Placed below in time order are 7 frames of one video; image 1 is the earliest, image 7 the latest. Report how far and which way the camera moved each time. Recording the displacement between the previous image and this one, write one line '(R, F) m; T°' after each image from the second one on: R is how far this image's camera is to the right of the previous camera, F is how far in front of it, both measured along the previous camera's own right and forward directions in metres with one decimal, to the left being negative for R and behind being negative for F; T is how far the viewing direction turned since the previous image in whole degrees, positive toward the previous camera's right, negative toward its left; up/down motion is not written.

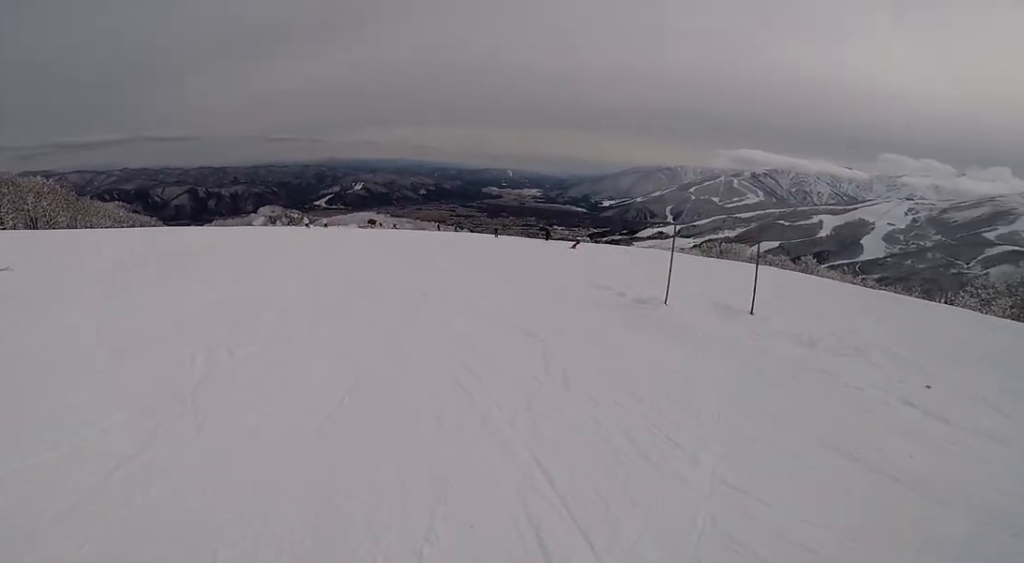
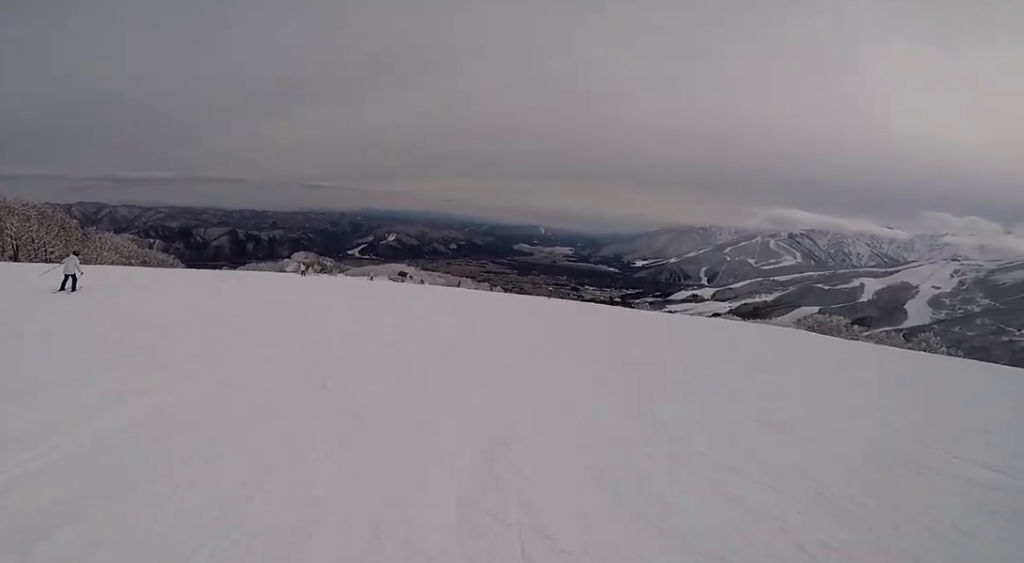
(+1.2, +17.4) m; +1°
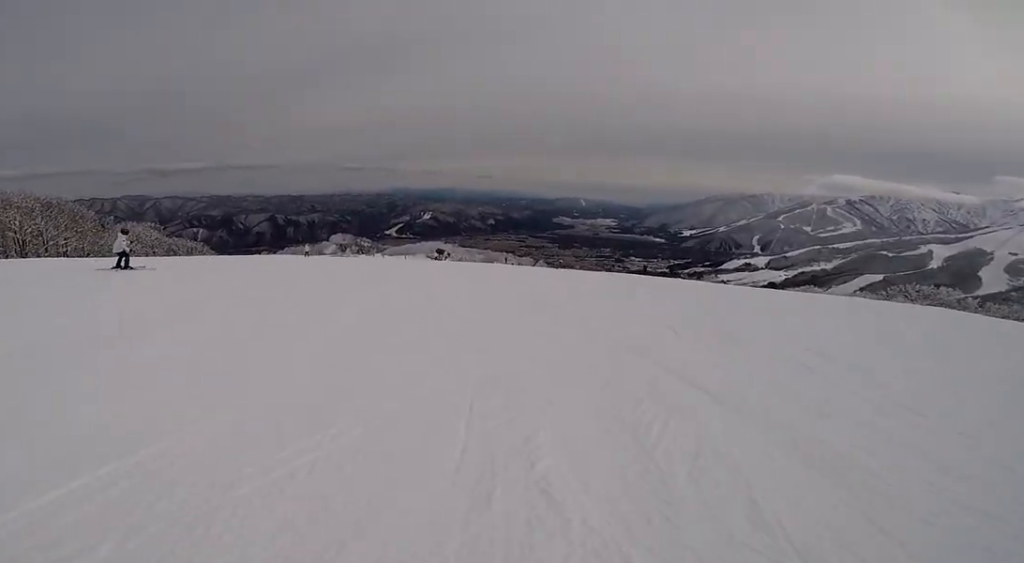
(-0.9, +9.4) m; -1°
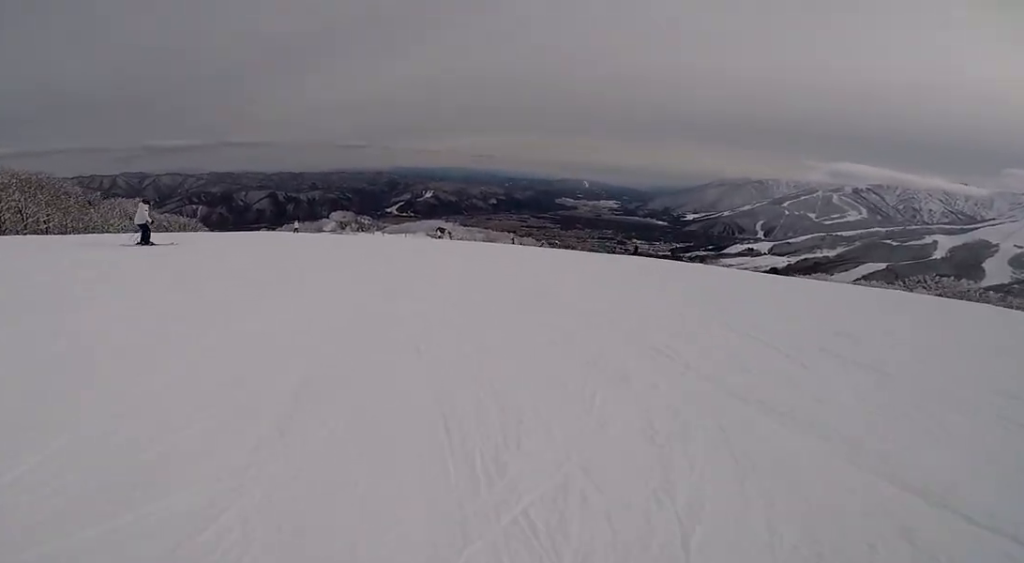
(+0.5, +3.6) m; 0°
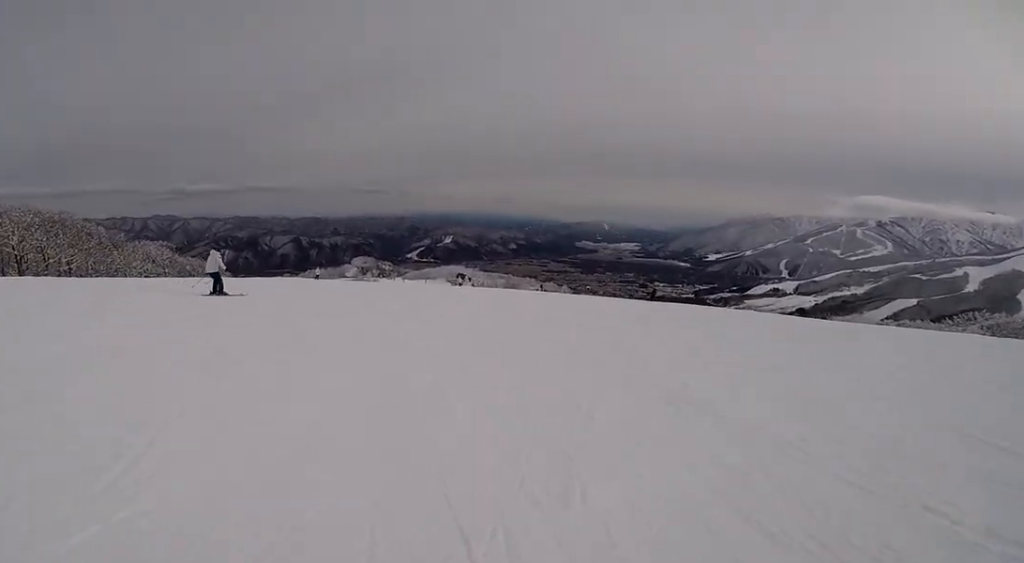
(+0.2, +3.0) m; 0°
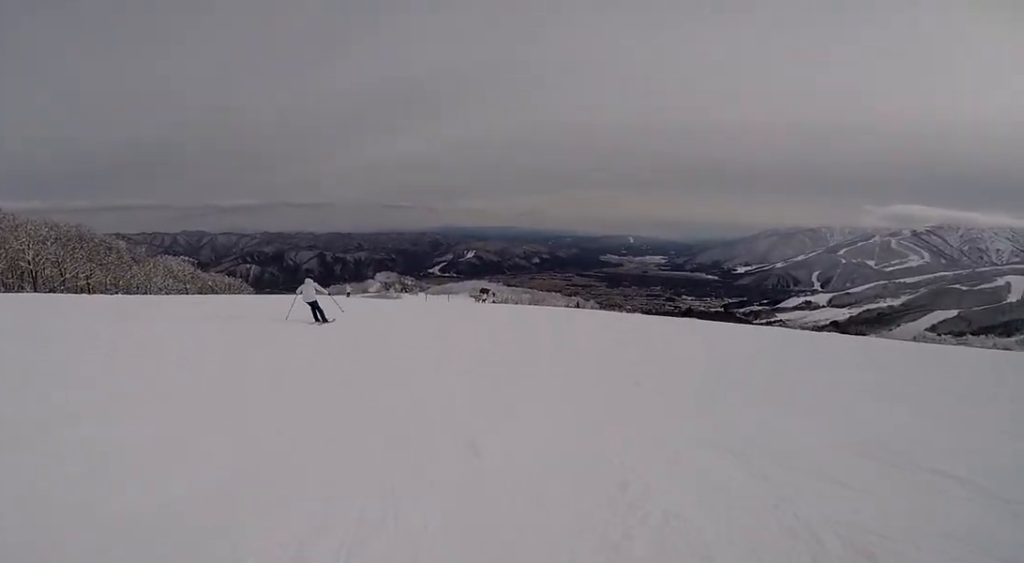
(-0.6, +4.3) m; 0°
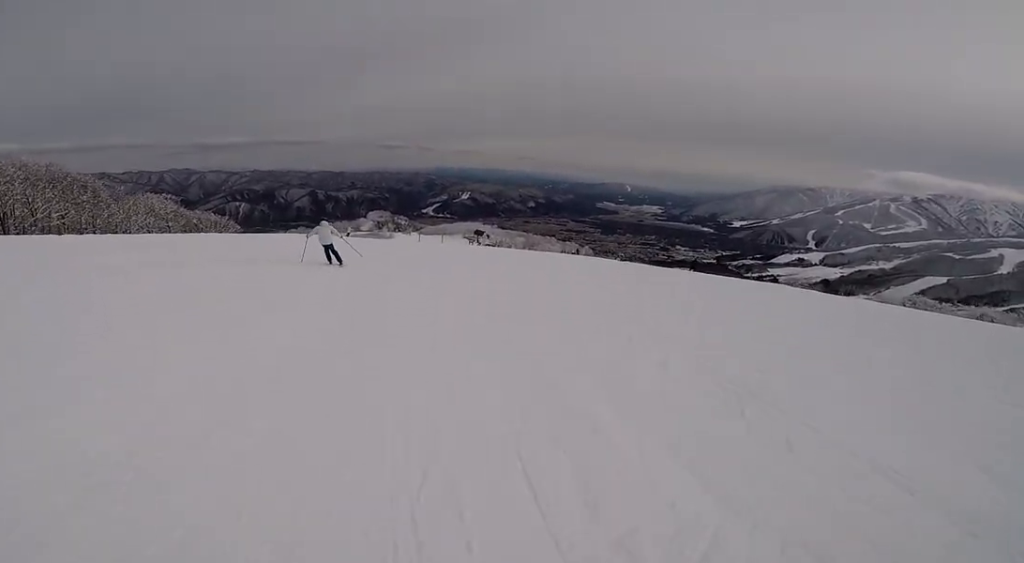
(-0.2, +2.9) m; +1°
